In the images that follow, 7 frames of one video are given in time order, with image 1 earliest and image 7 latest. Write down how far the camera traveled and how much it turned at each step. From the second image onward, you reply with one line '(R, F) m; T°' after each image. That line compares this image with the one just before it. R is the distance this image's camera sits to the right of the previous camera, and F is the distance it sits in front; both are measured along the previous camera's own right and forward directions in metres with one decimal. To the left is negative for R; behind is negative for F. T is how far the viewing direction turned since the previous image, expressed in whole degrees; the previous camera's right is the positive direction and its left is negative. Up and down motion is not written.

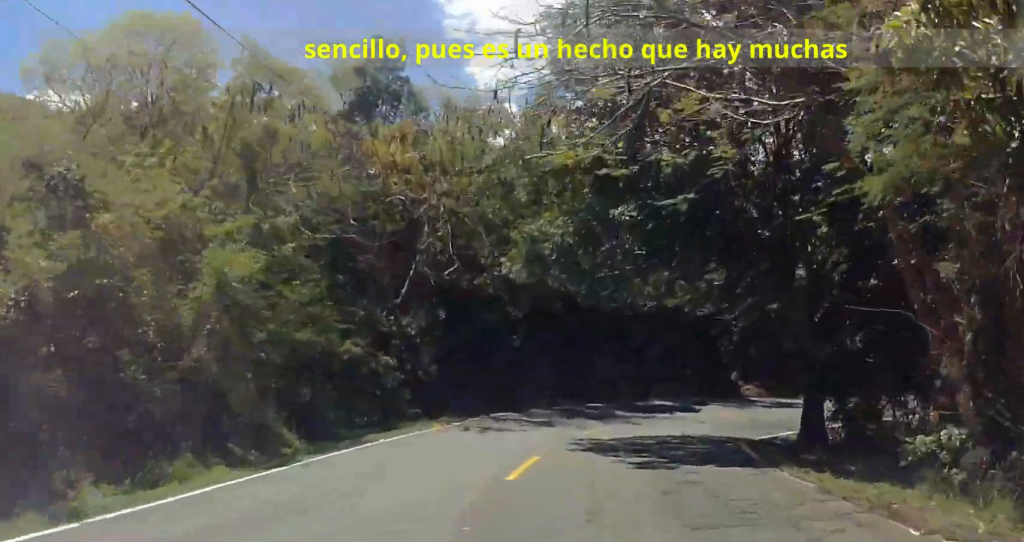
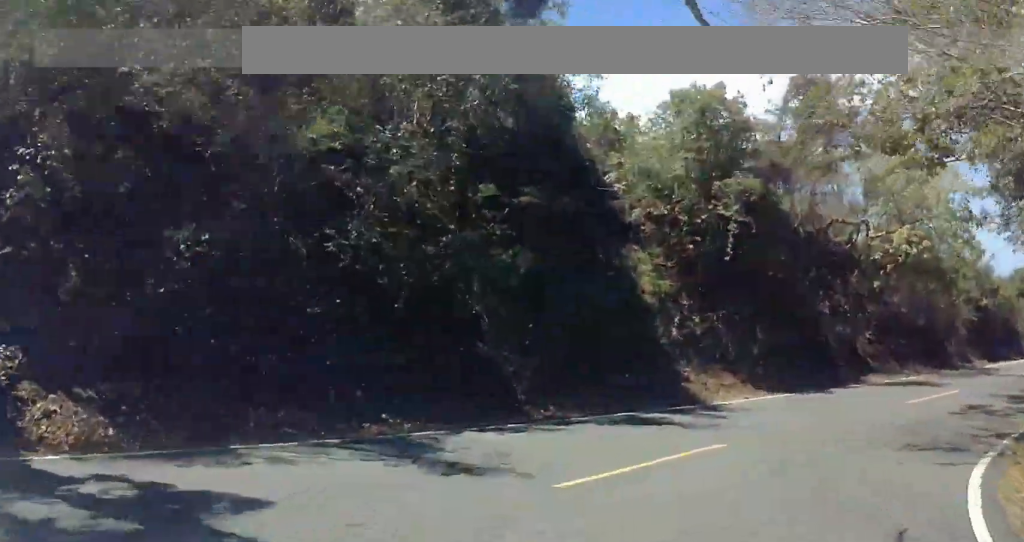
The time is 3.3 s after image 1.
(0.0, +37.7) m; +27°
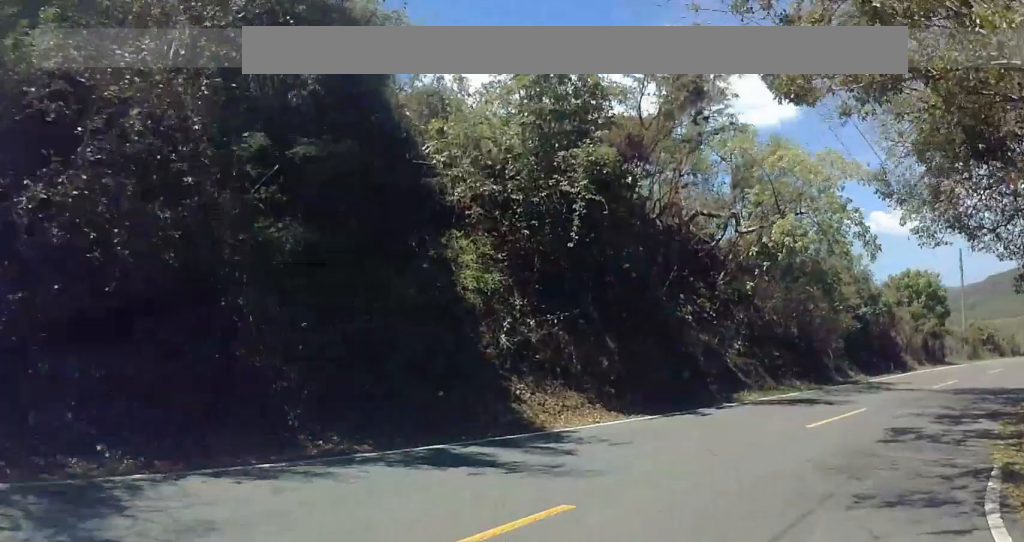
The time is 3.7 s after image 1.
(+1.2, +3.4) m; +17°
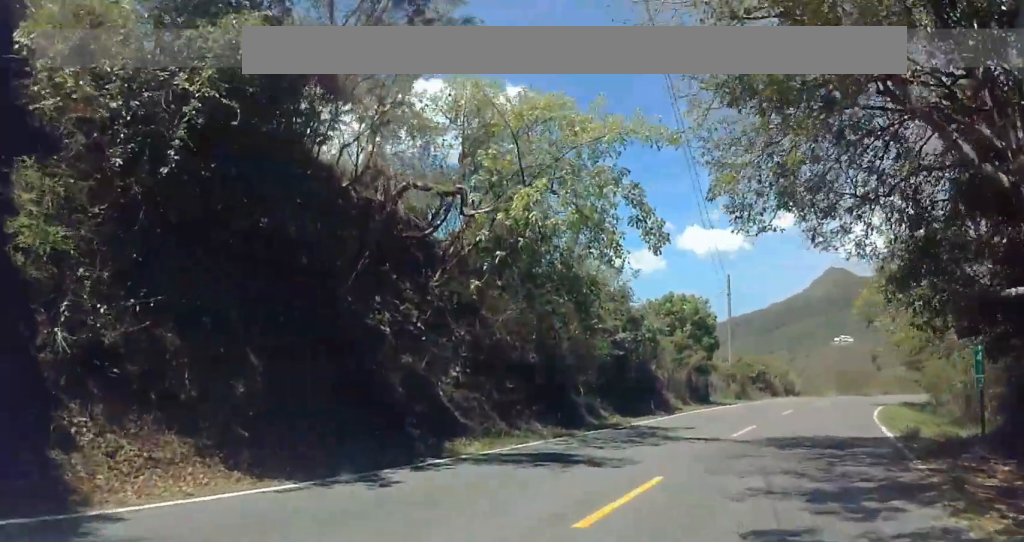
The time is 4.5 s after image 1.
(+3.1, +6.3) m; +29°
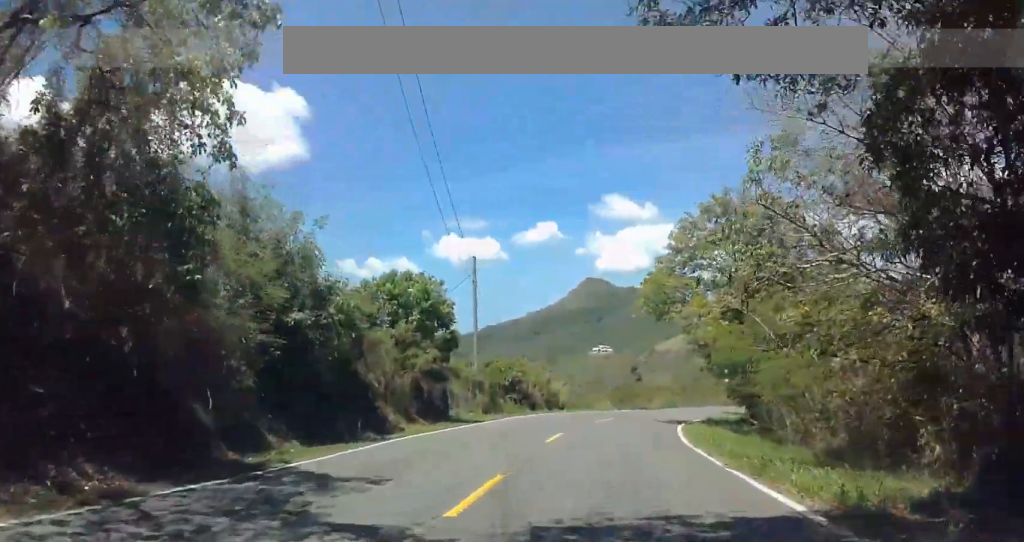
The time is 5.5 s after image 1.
(+0.5, +10.4) m; +3°
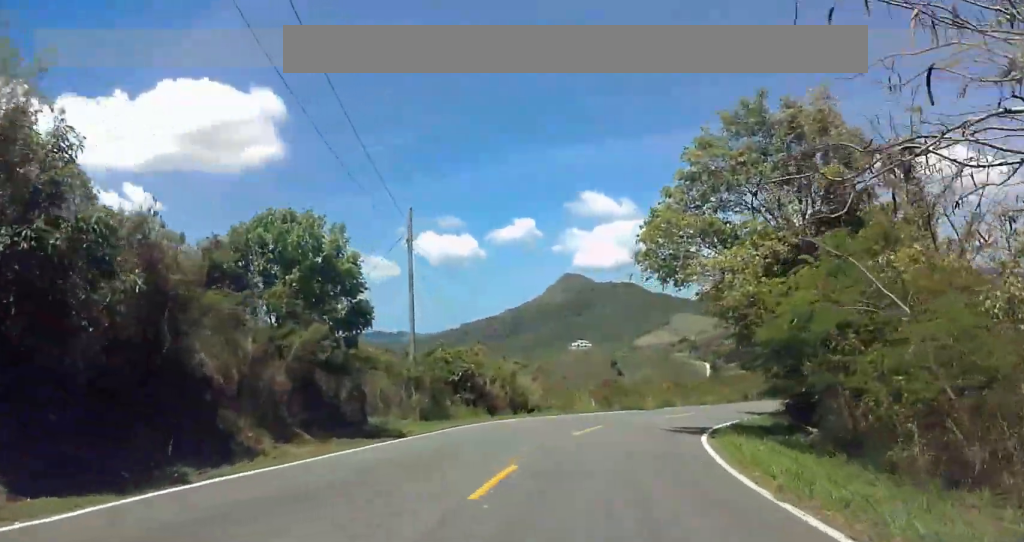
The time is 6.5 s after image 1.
(0.0, +10.6) m; 0°
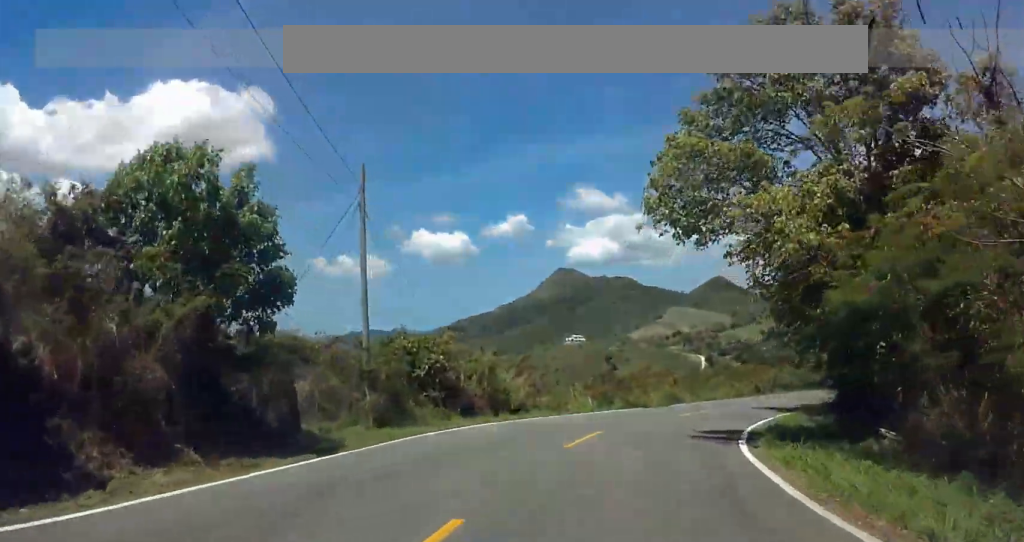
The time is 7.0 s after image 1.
(0.0, +5.7) m; 0°
